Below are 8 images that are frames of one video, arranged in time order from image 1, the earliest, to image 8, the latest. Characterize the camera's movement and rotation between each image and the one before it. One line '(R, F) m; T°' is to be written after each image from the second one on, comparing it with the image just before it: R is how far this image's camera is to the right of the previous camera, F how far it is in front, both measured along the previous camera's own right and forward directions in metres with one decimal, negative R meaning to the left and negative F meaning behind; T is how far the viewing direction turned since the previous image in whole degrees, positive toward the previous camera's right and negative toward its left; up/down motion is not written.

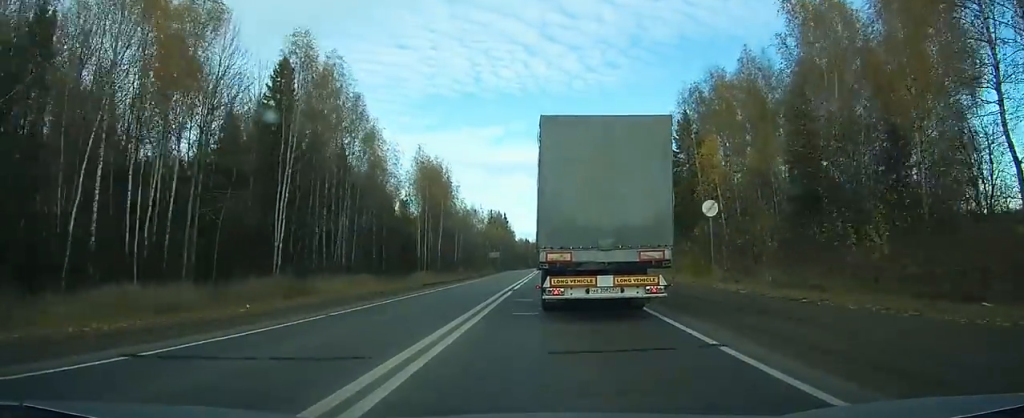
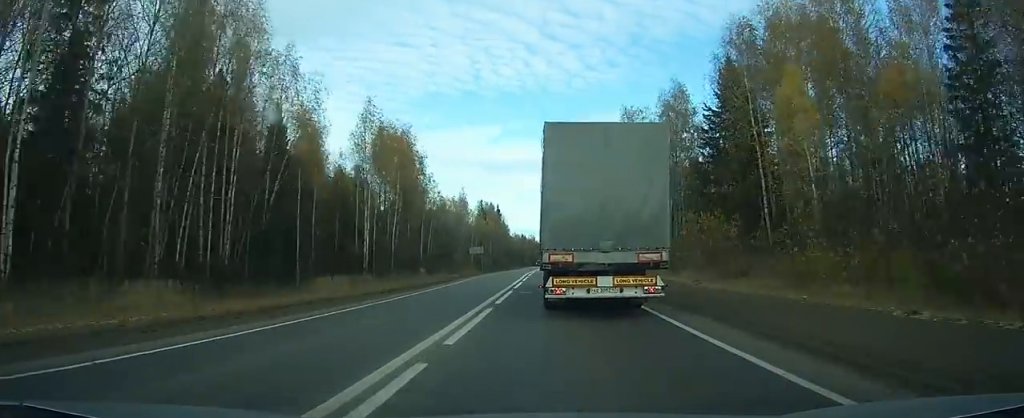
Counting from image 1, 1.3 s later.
(-0.1, +24.7) m; 0°
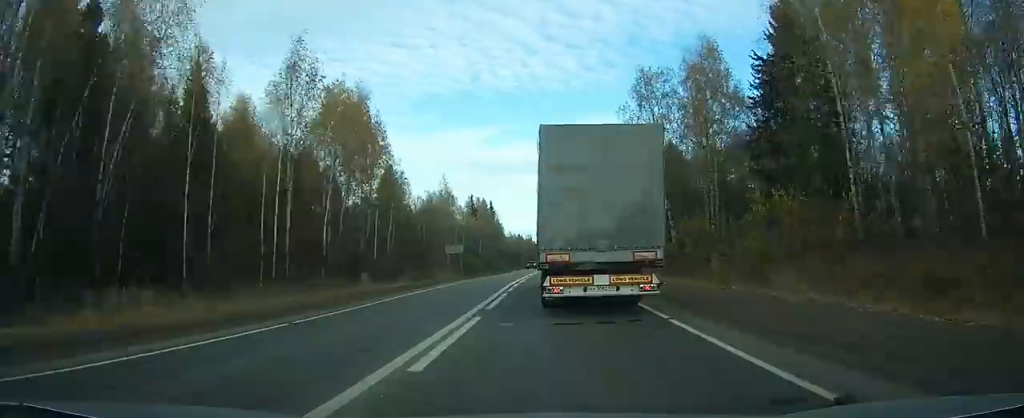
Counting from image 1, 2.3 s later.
(-0.1, +18.5) m; 0°
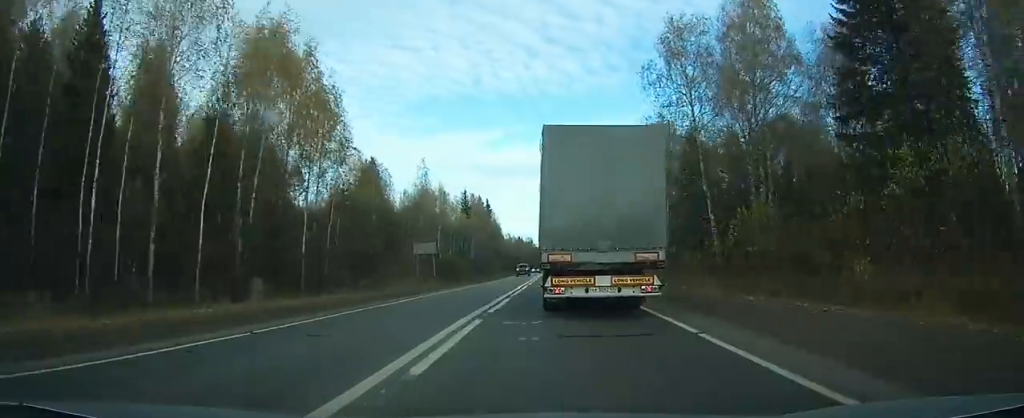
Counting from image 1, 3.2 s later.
(-0.1, +16.0) m; 0°
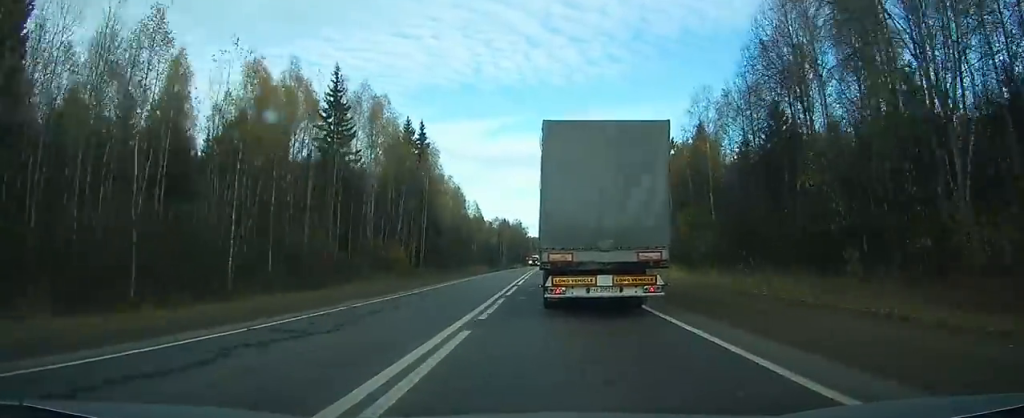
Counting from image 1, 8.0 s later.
(+0.2, +89.1) m; 0°
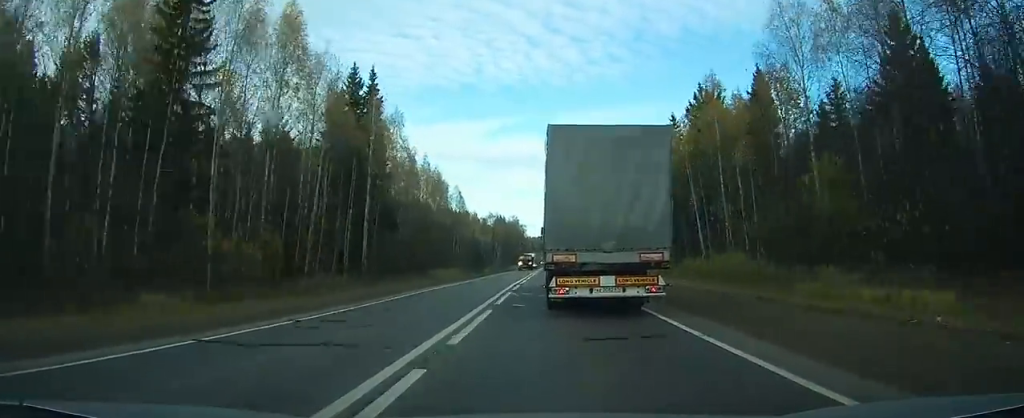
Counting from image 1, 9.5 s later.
(-0.2, +27.4) m; 0°
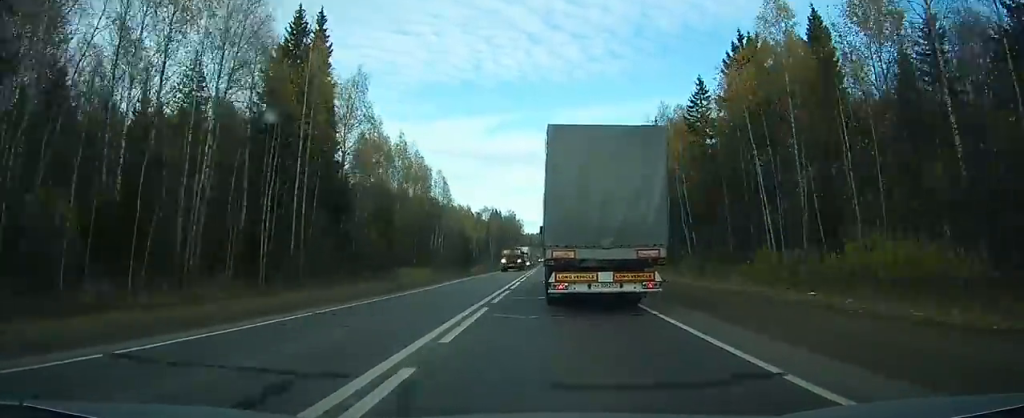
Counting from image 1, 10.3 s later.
(0.0, +16.2) m; 0°
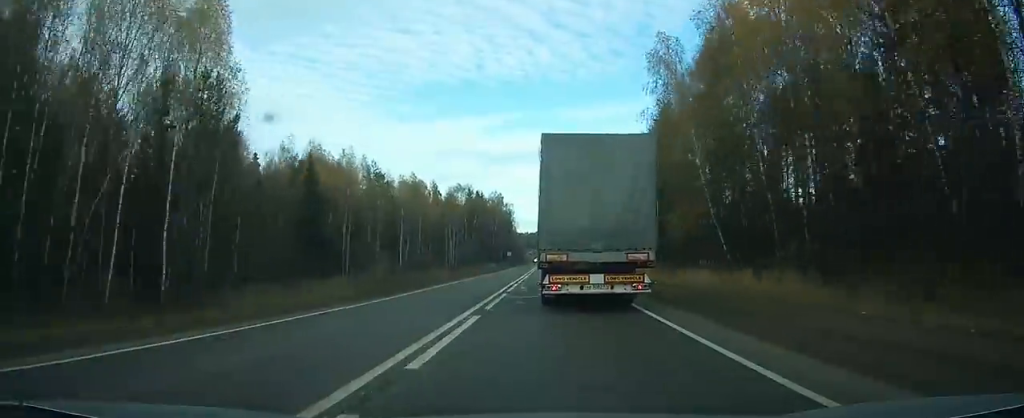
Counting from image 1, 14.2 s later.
(+0.7, +73.5) m; +1°
